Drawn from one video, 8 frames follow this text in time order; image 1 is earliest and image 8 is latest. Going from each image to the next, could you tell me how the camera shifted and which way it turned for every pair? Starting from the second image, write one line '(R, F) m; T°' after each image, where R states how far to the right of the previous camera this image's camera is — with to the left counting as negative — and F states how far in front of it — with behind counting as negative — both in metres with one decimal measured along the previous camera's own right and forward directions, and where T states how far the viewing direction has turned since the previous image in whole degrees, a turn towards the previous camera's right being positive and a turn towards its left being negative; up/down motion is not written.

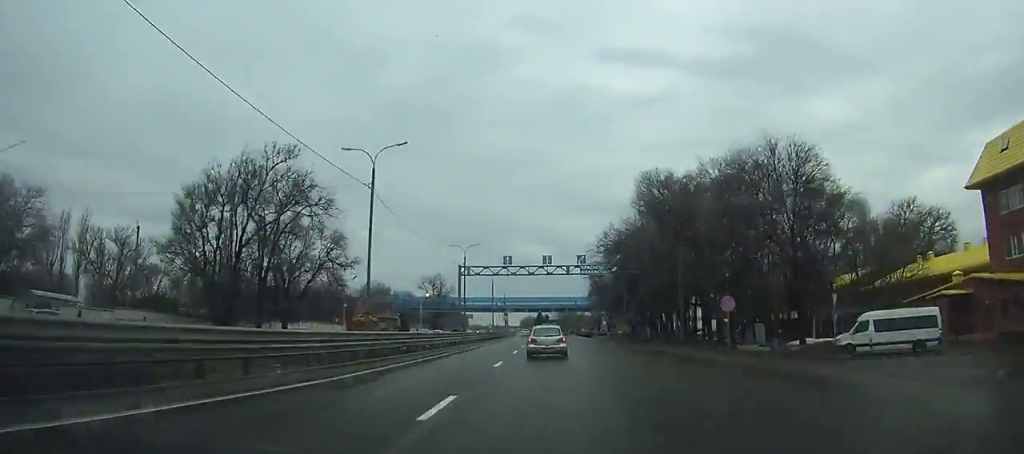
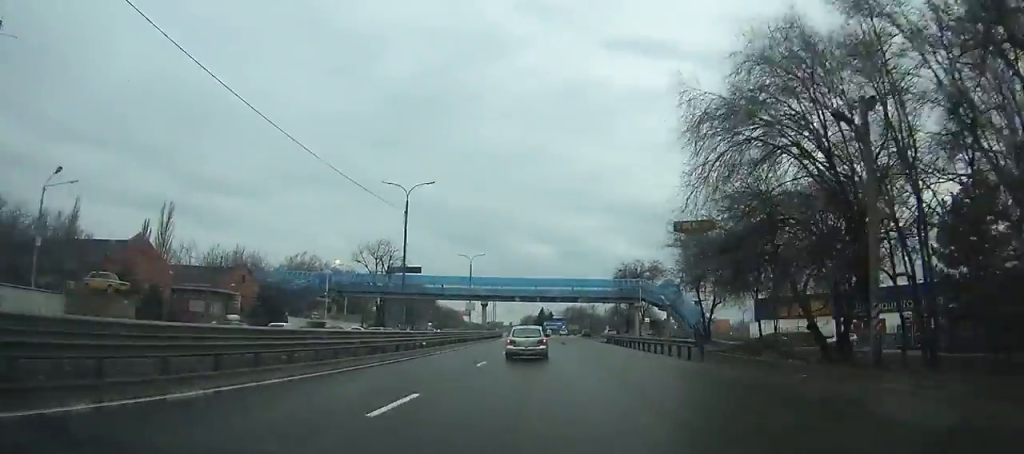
(+0.5, +61.1) m; 0°
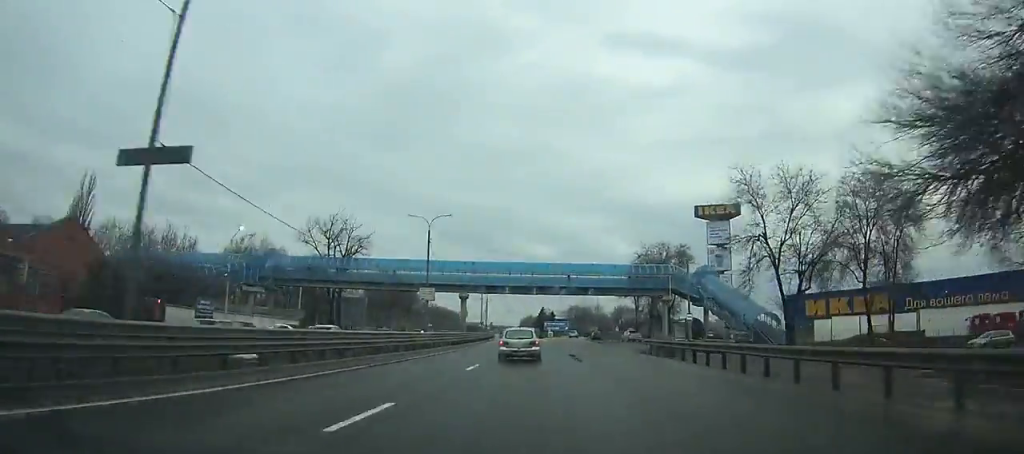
(-0.1, +25.8) m; 0°
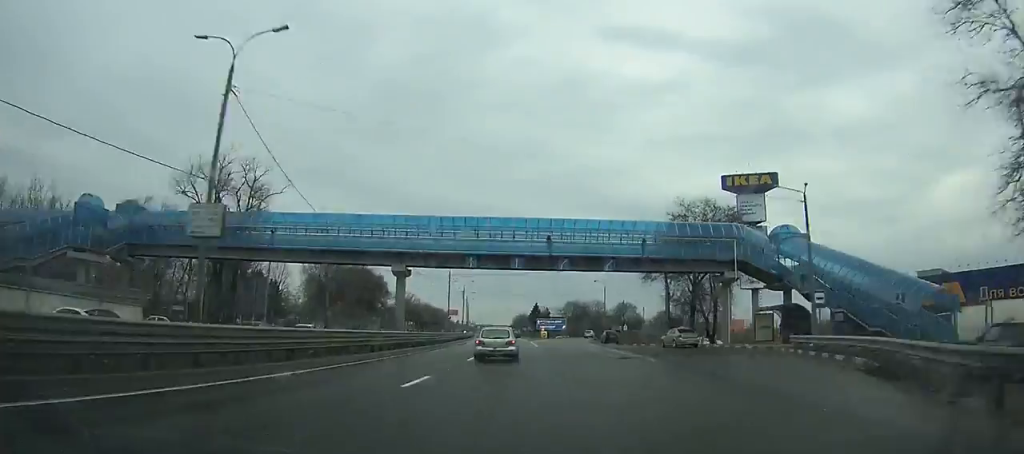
(0.0, +31.4) m; +1°
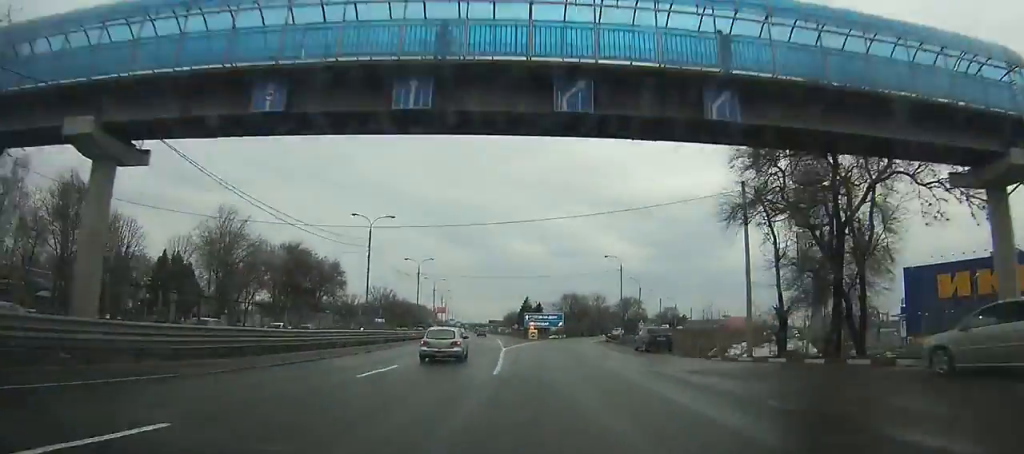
(-0.1, +33.5) m; +2°
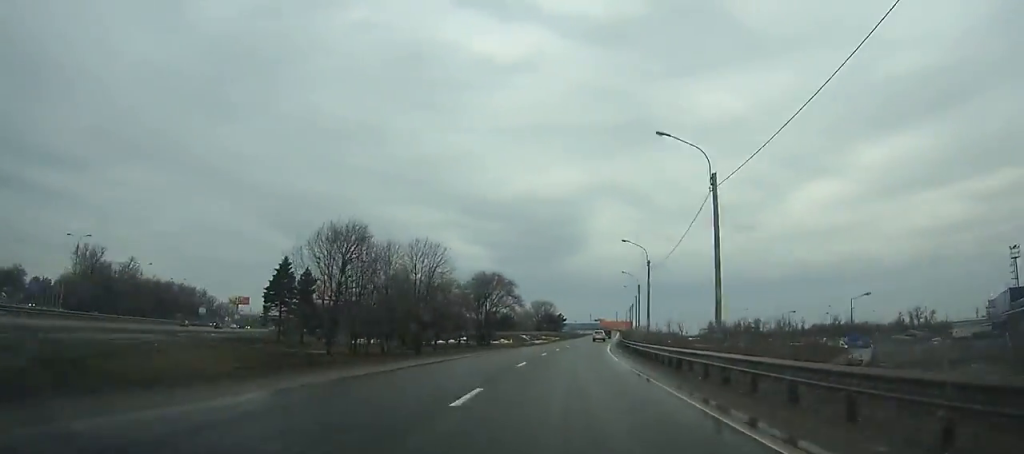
(+12.9, +105.5) m; +15°
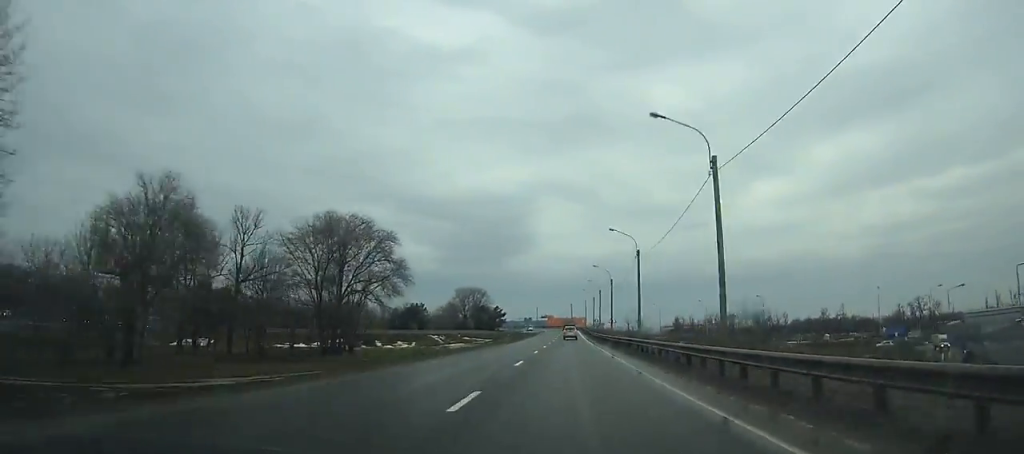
(+3.7, +57.8) m; +5°
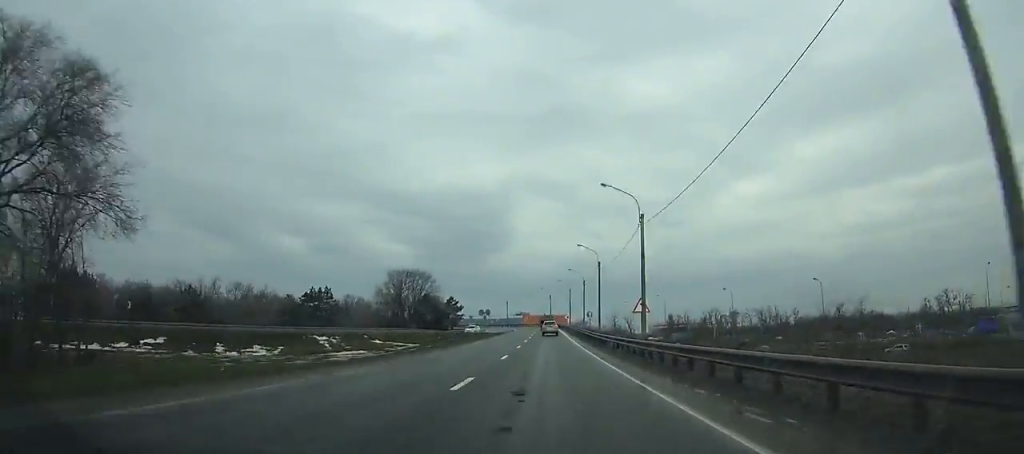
(+0.8, +44.0) m; +1°
